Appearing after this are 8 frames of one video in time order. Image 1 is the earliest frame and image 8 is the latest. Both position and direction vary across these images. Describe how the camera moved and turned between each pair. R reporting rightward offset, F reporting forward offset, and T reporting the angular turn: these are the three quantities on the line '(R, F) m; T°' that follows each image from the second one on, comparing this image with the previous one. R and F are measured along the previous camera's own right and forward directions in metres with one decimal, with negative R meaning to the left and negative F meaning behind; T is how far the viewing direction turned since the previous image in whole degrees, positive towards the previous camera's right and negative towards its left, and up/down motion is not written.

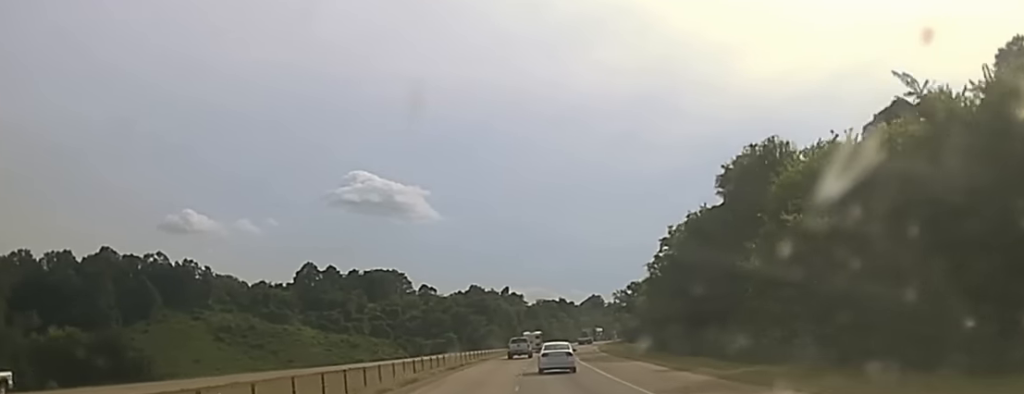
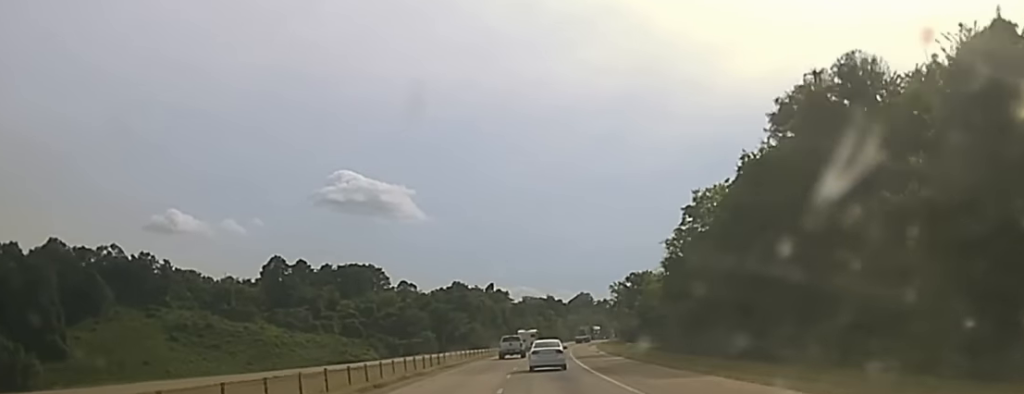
(+0.2, +25.8) m; +1°
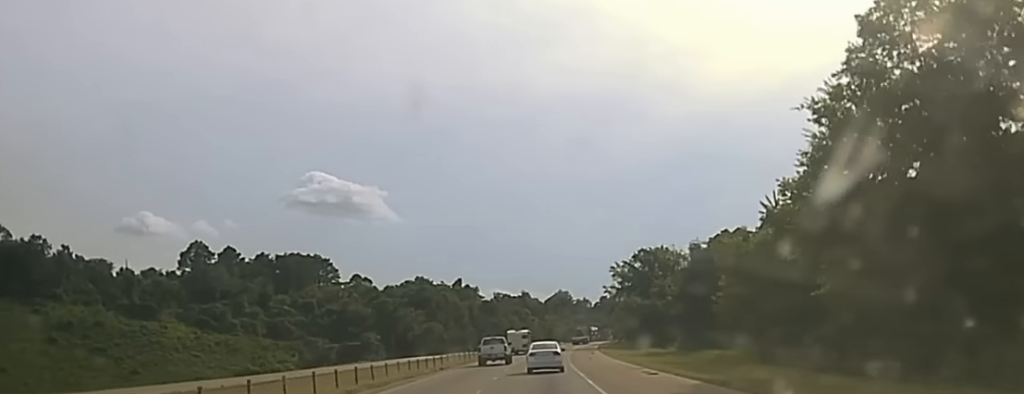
(+0.6, +59.8) m; +2°
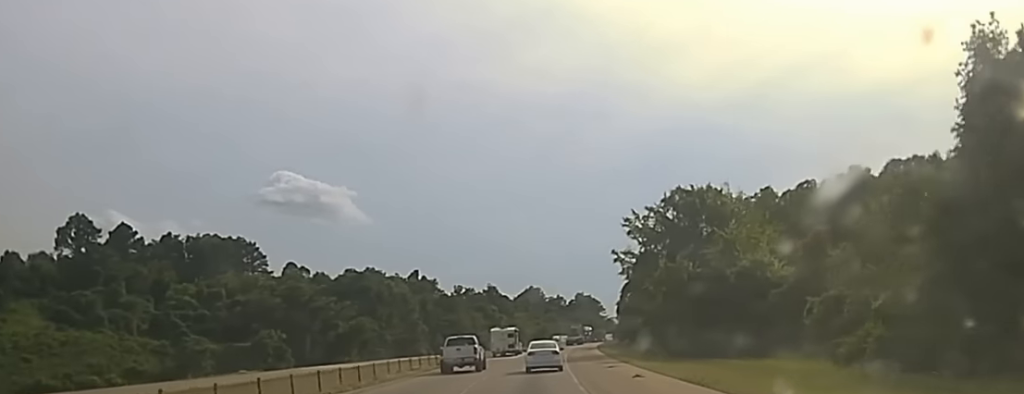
(+0.8, +54.8) m; +1°
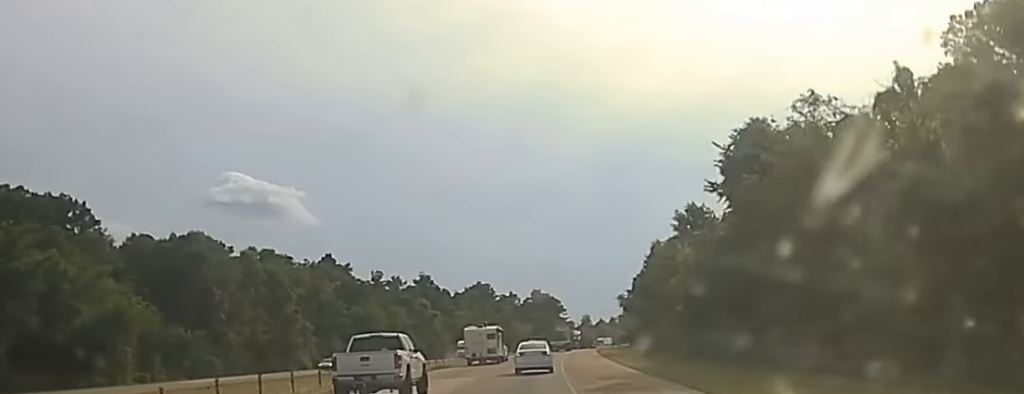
(+1.4, +73.9) m; +2°
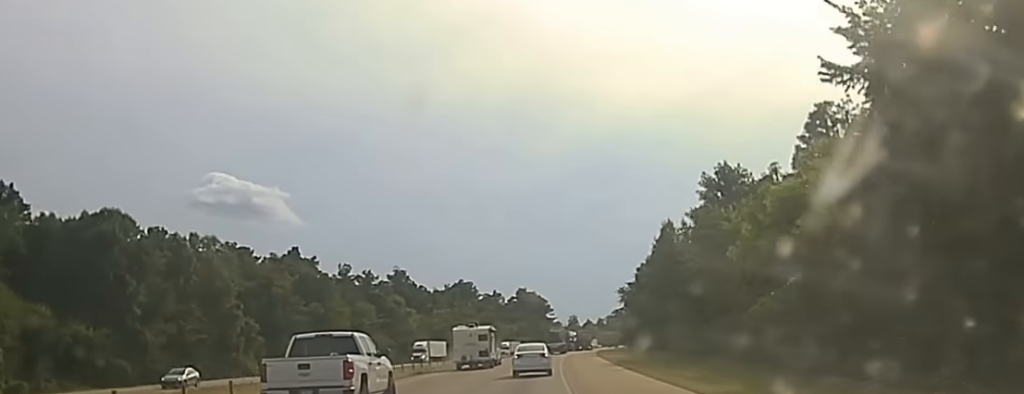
(+0.1, +18.1) m; +1°
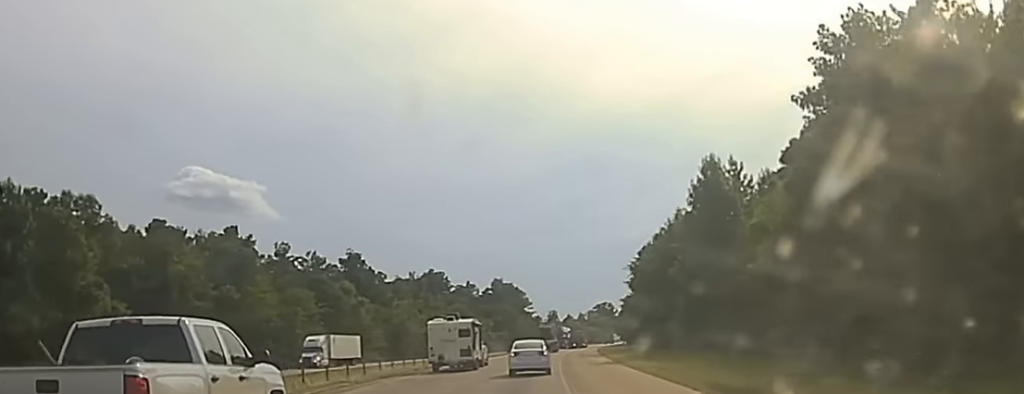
(+0.2, +32.0) m; +1°
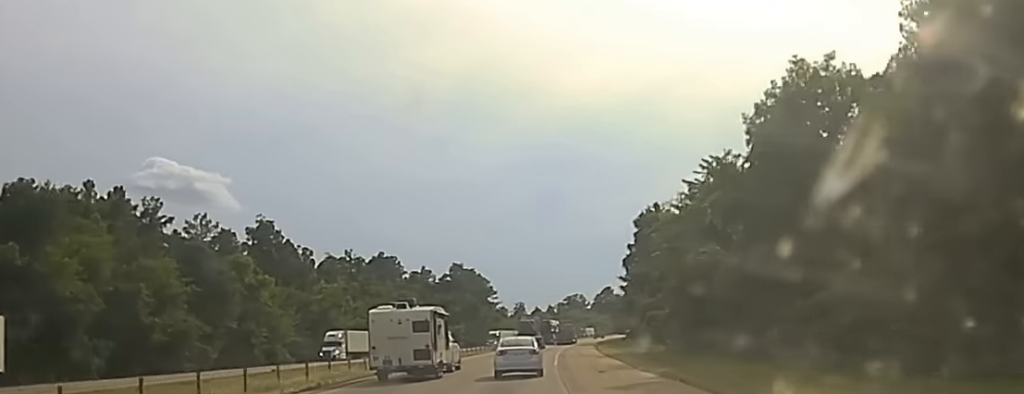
(+1.0, +58.6) m; +2°
